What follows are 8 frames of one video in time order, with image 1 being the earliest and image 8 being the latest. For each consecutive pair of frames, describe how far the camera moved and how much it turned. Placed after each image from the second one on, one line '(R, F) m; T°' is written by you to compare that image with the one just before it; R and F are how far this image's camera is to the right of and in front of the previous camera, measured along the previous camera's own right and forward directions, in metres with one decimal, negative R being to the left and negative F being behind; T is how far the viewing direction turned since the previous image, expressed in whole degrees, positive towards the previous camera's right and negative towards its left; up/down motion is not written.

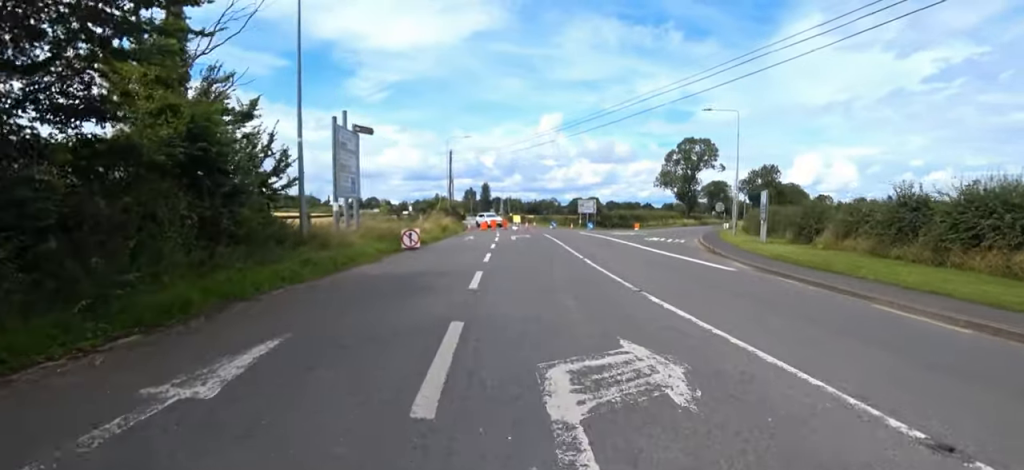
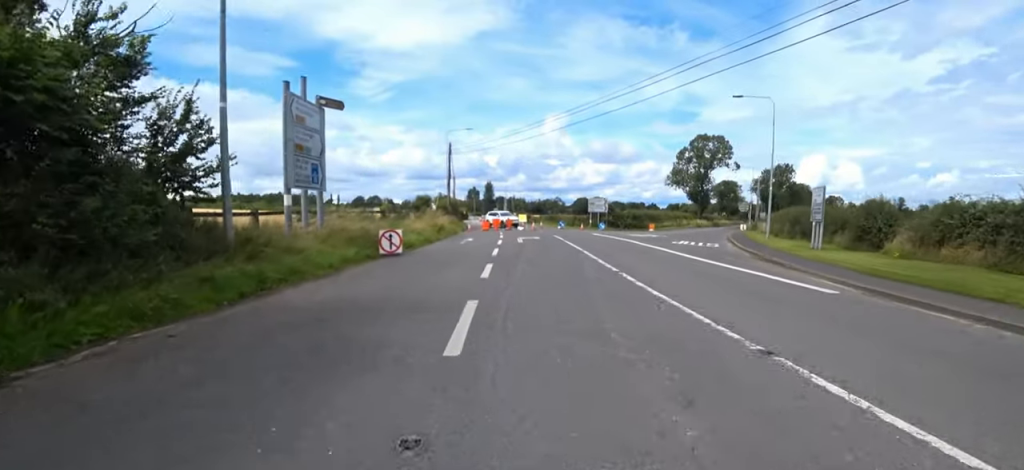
(-0.3, +3.9) m; -4°
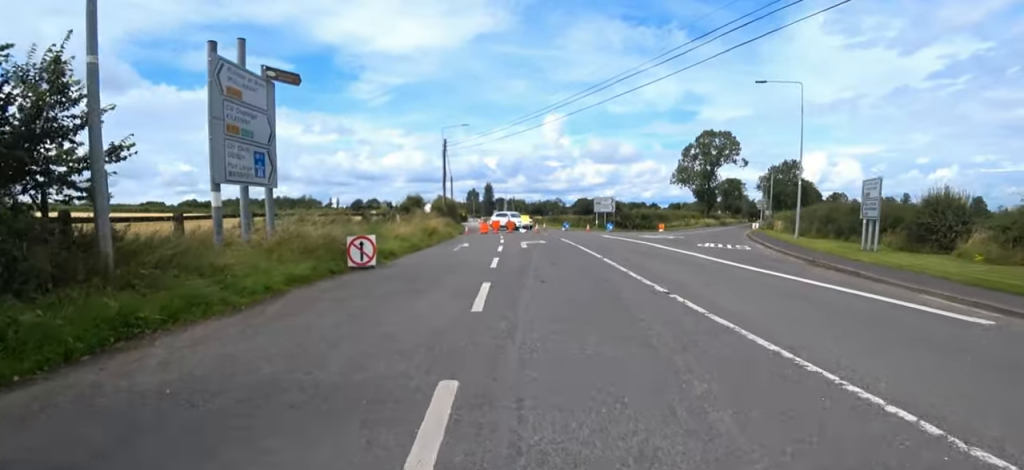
(0.0, +3.0) m; 0°
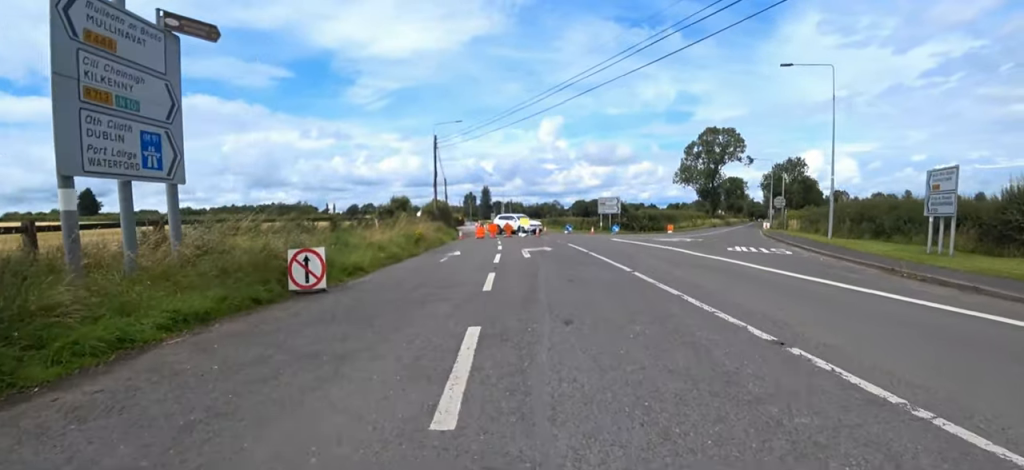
(0.0, +3.1) m; 0°
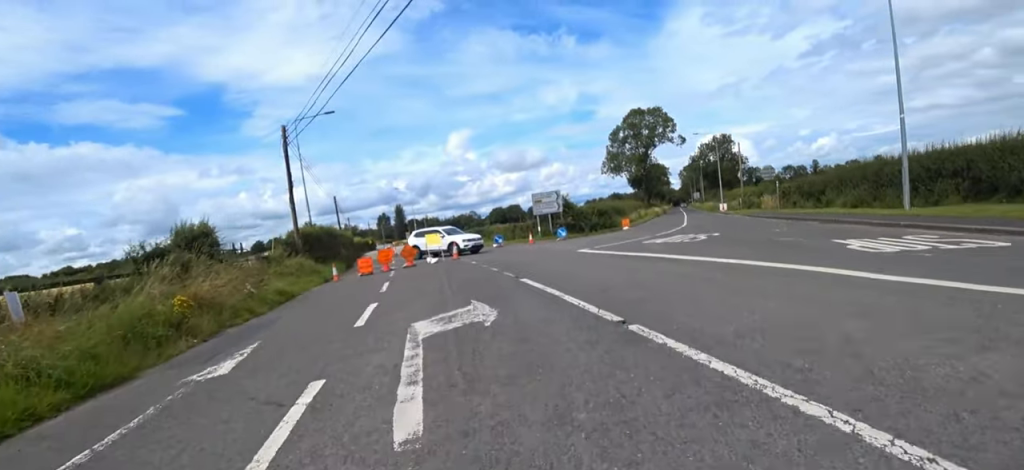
(+2.6, +10.7) m; +27°
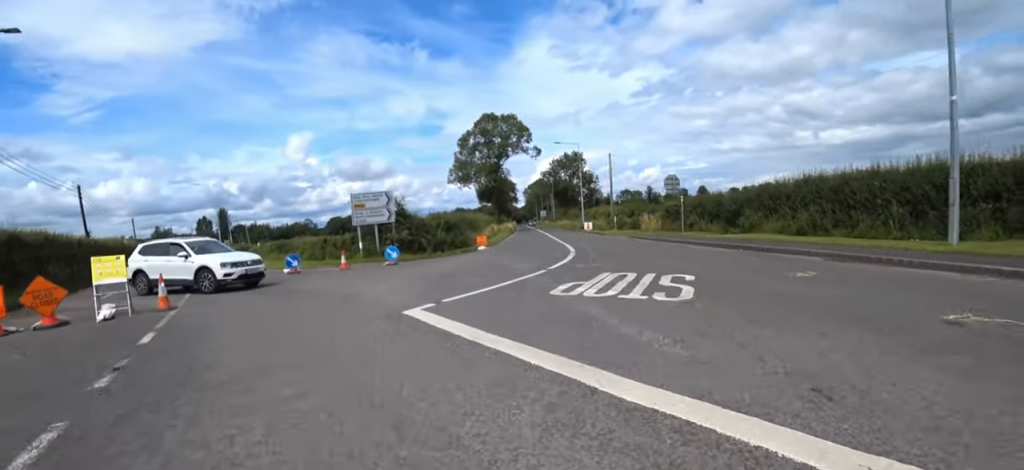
(+0.6, +10.1) m; +3°
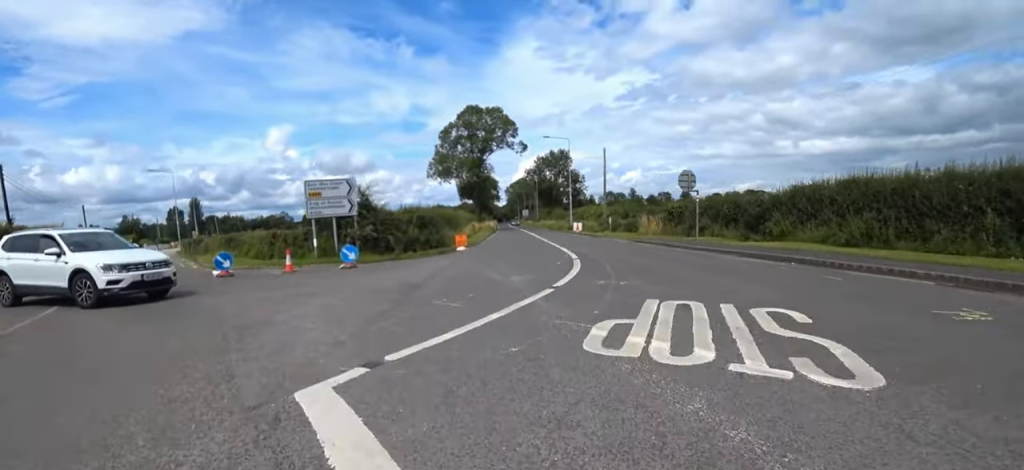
(0.0, +3.9) m; 0°
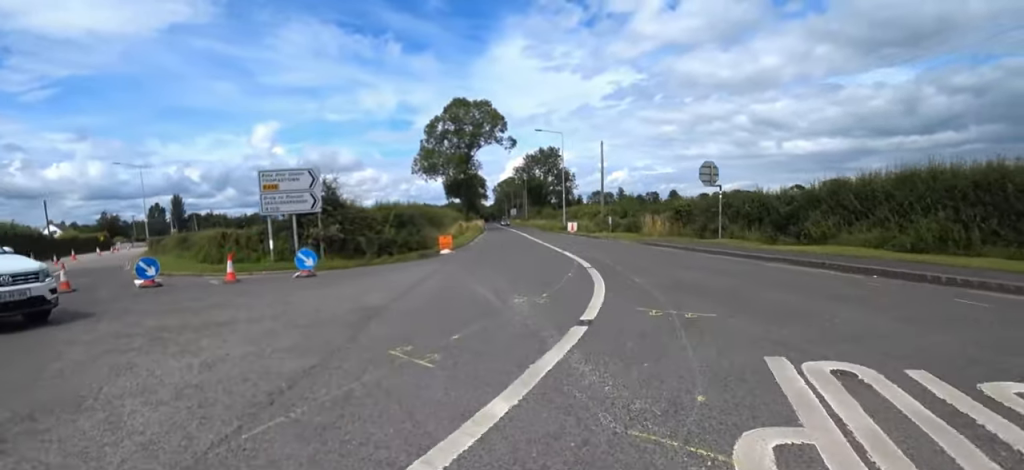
(0.0, +3.1) m; 0°
